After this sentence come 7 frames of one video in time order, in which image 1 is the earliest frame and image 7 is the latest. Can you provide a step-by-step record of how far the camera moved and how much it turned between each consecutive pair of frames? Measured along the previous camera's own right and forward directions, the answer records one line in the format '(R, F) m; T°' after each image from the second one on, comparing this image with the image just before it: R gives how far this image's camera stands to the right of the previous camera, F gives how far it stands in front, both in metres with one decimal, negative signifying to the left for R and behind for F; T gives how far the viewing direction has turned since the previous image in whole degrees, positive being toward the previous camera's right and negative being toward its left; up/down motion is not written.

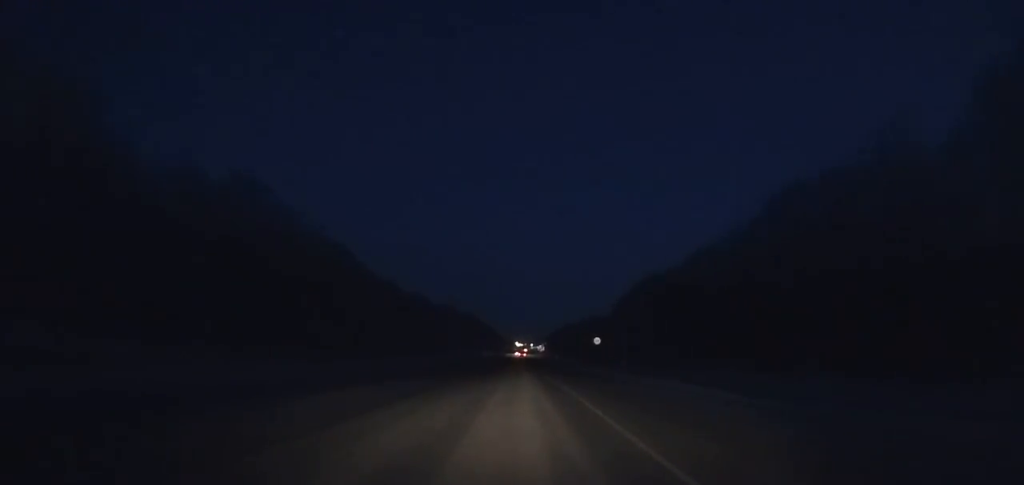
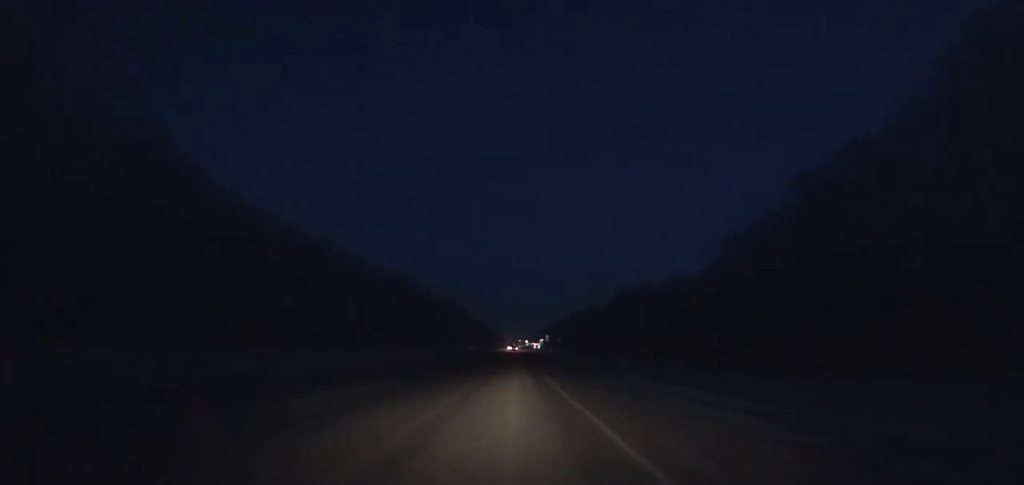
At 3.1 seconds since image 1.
(+0.2, +66.5) m; 0°
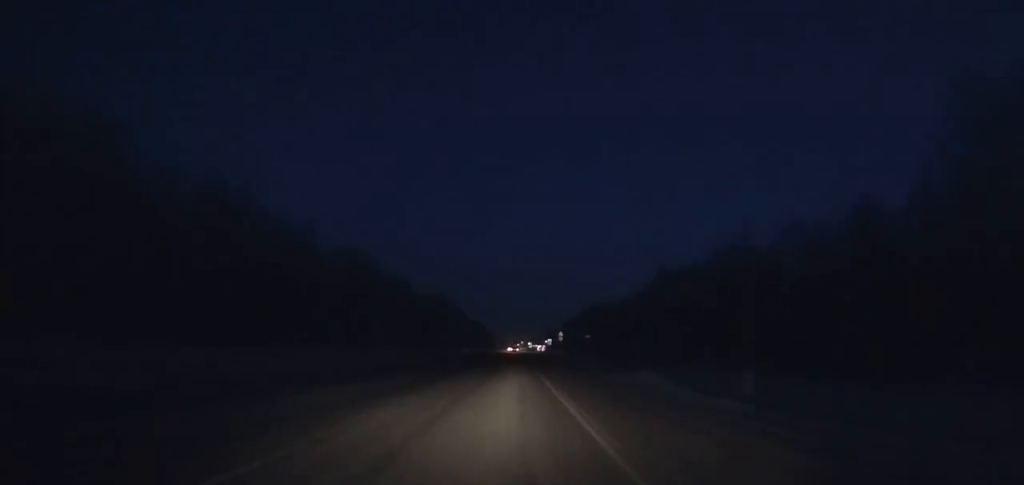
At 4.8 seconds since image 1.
(+0.1, +36.3) m; 0°
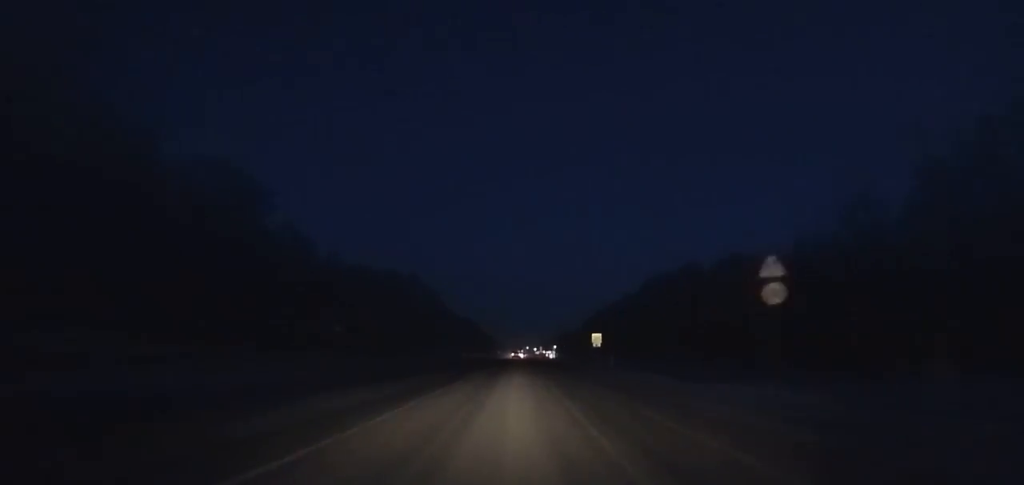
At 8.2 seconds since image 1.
(-0.2, +71.6) m; 0°
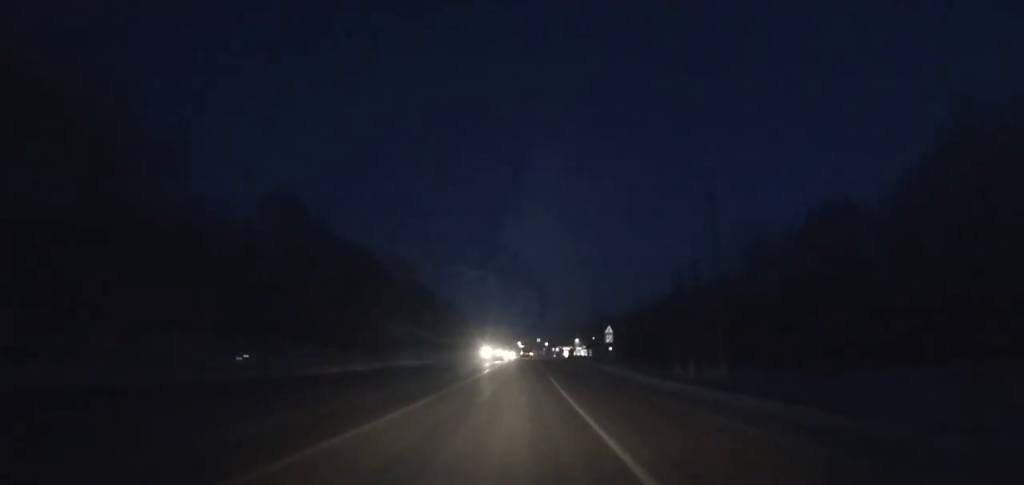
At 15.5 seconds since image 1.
(-0.2, +147.2) m; 0°
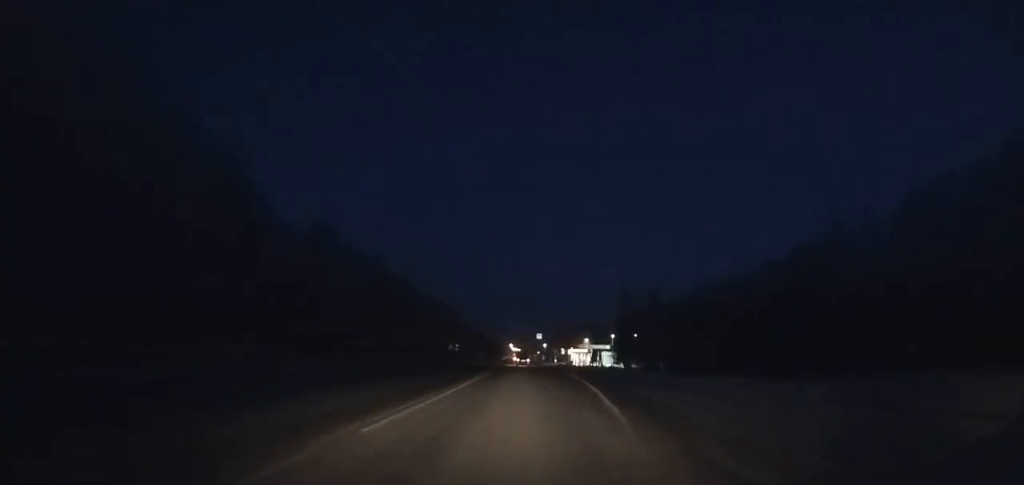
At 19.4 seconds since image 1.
(+0.2, +74.3) m; 0°
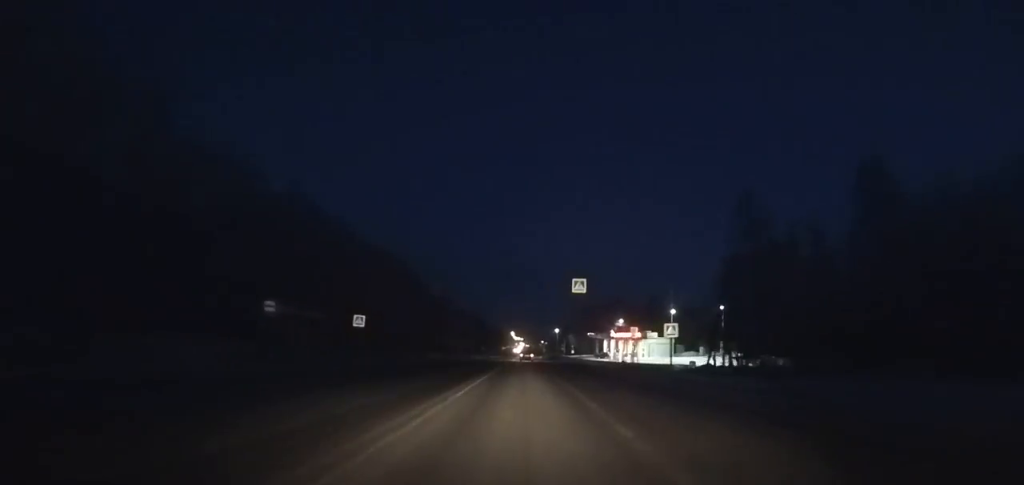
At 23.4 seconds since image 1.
(+0.1, +73.6) m; 0°
